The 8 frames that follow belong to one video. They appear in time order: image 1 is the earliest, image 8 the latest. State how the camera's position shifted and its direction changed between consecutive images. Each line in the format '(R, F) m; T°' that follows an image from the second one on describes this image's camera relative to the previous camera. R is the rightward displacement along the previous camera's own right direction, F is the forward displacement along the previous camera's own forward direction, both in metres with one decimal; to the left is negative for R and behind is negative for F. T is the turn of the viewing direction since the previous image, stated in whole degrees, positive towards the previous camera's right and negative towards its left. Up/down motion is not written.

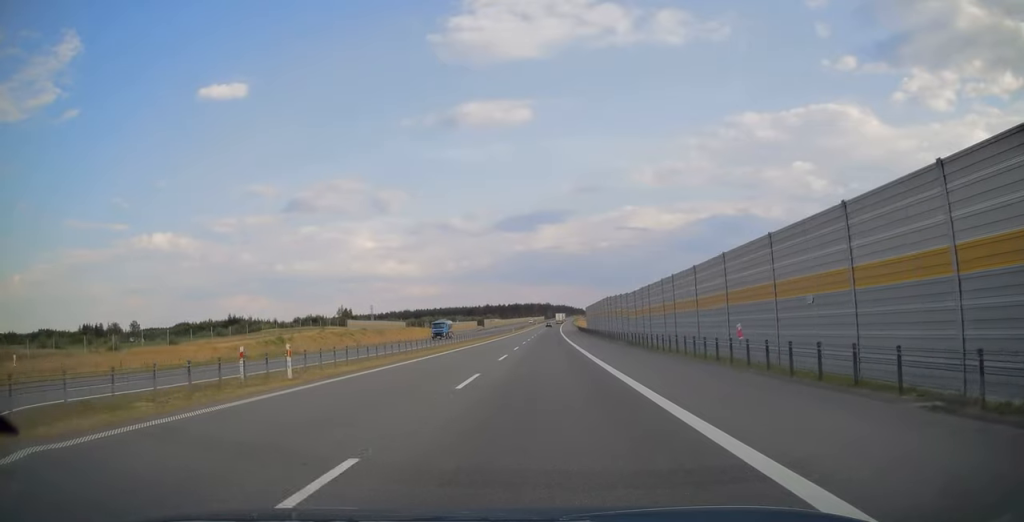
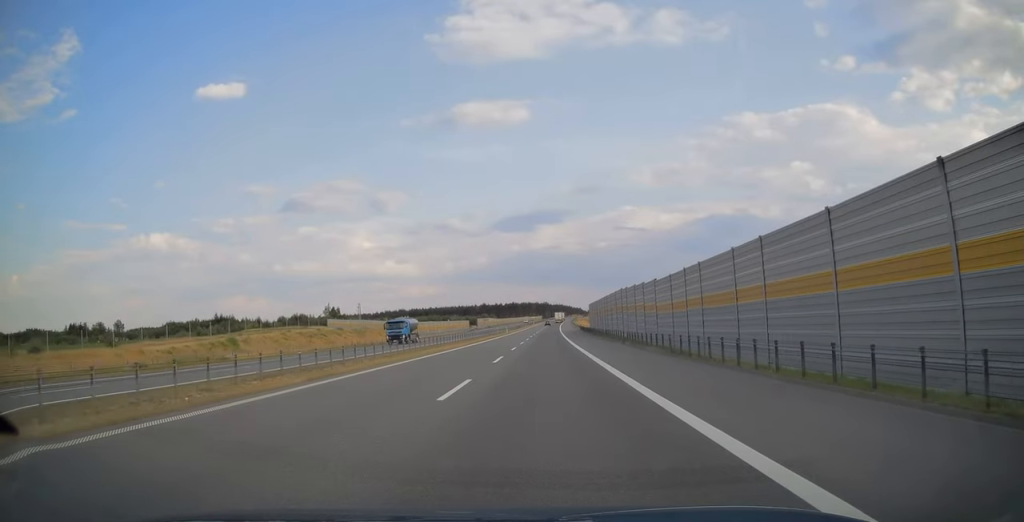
(-0.1, +14.2) m; 0°
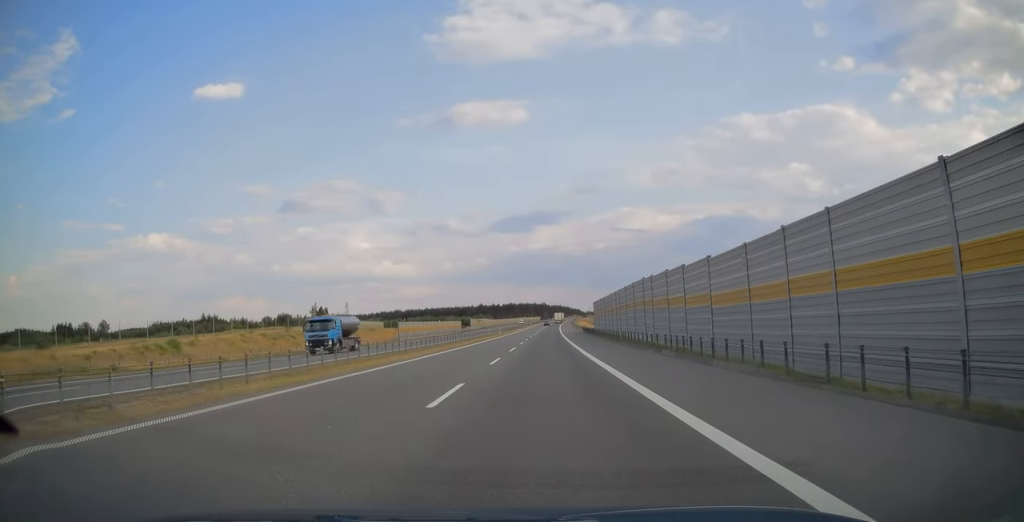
(0.0, +13.1) m; 0°
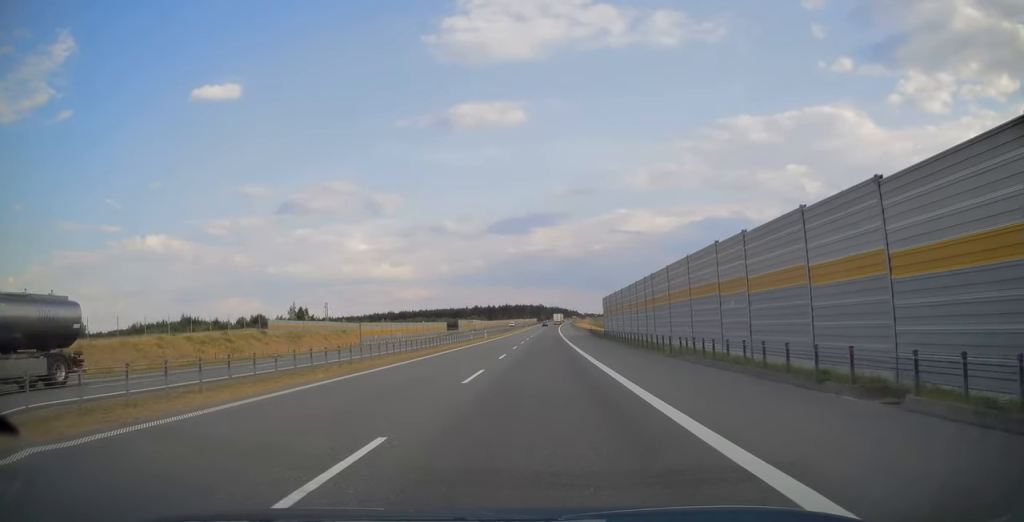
(+0.2, +19.1) m; 0°
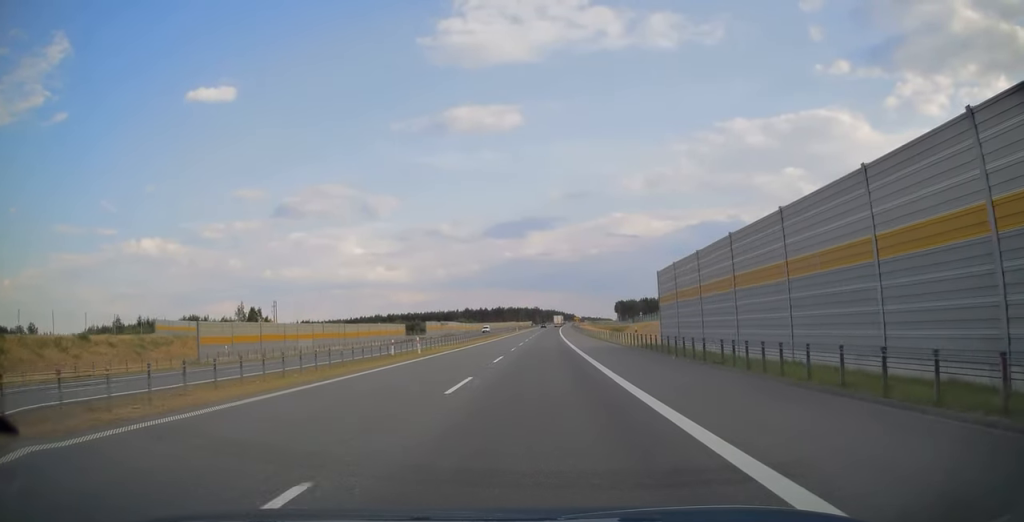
(+0.1, +38.2) m; 0°
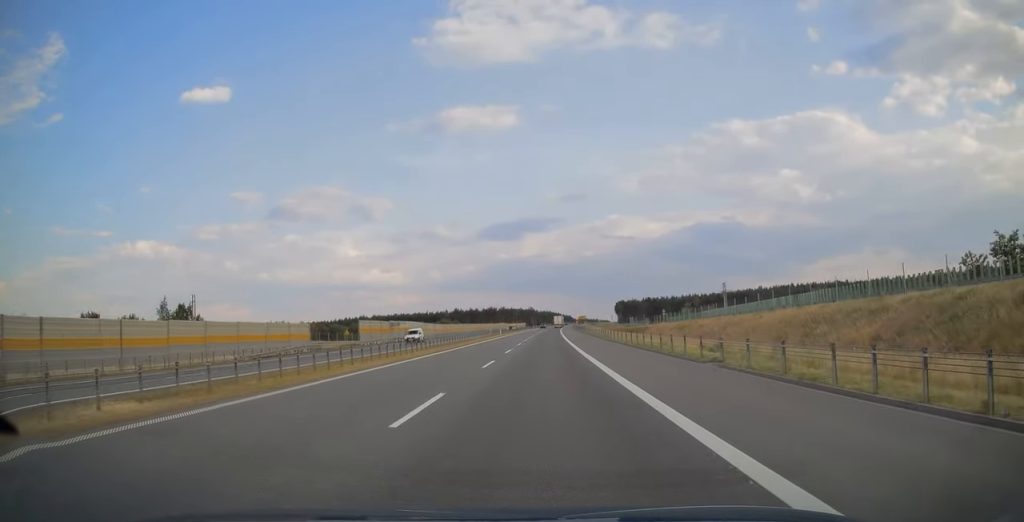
(+0.3, +40.9) m; 0°
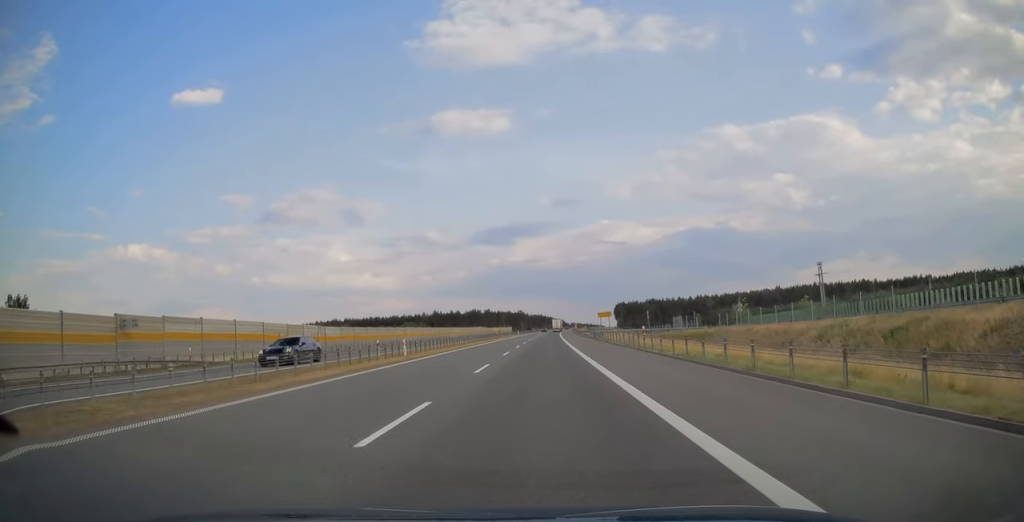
(+0.3, +61.3) m; +1°
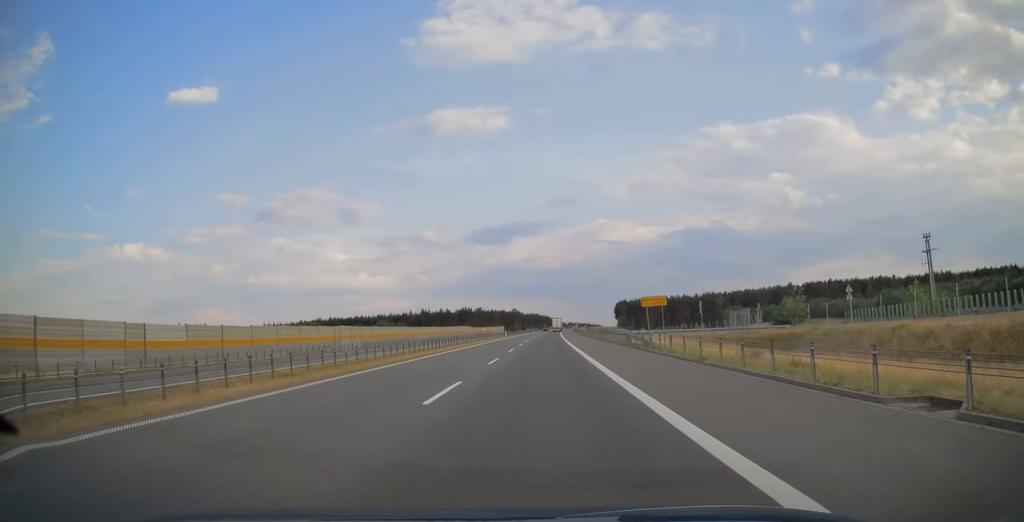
(+0.1, +32.0) m; 0°
